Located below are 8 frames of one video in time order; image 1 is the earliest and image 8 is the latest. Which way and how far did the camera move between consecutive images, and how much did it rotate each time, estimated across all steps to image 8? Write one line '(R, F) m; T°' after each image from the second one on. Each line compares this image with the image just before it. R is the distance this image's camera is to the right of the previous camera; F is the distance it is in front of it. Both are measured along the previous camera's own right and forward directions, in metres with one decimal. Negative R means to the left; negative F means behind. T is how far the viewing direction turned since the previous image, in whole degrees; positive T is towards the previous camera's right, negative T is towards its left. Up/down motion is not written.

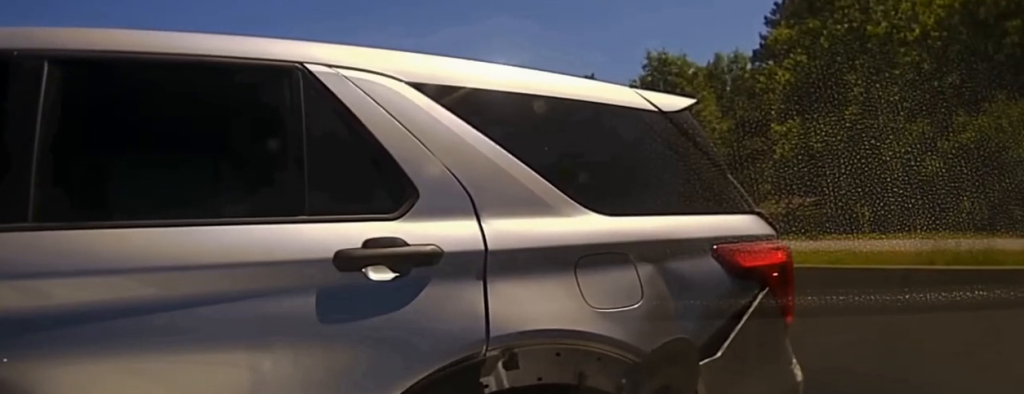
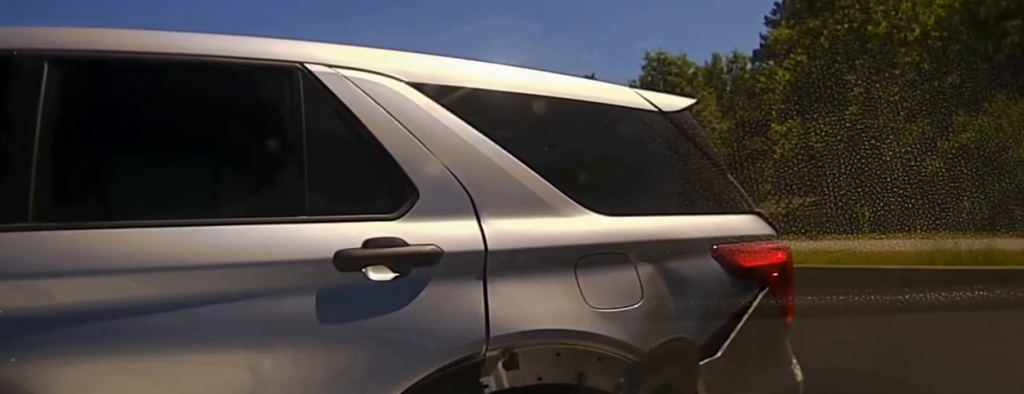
(0.0, 0.0) m; 0°
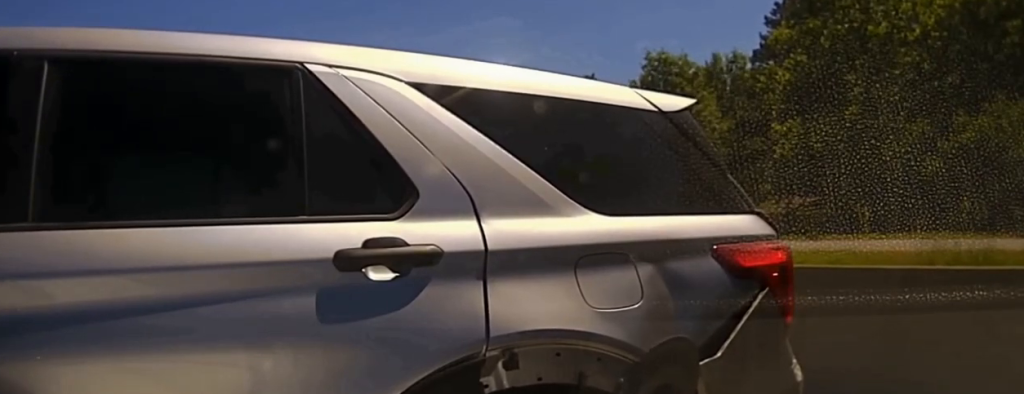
(0.0, 0.0) m; 0°
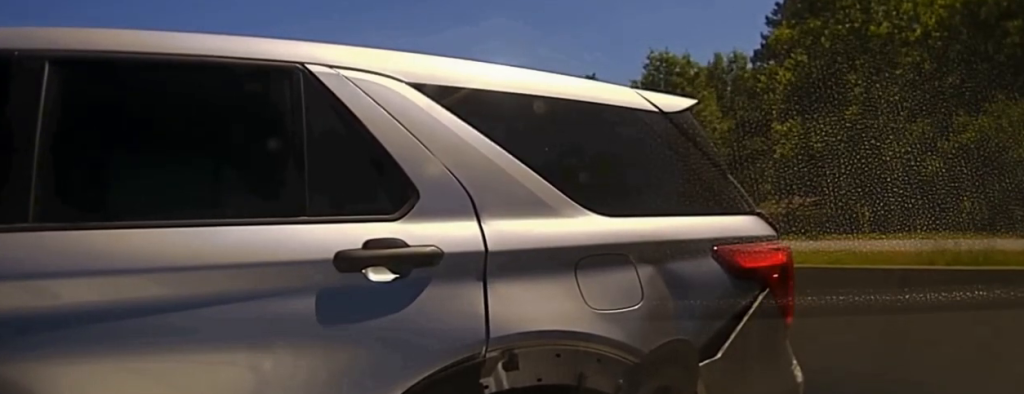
(0.0, 0.0) m; 0°
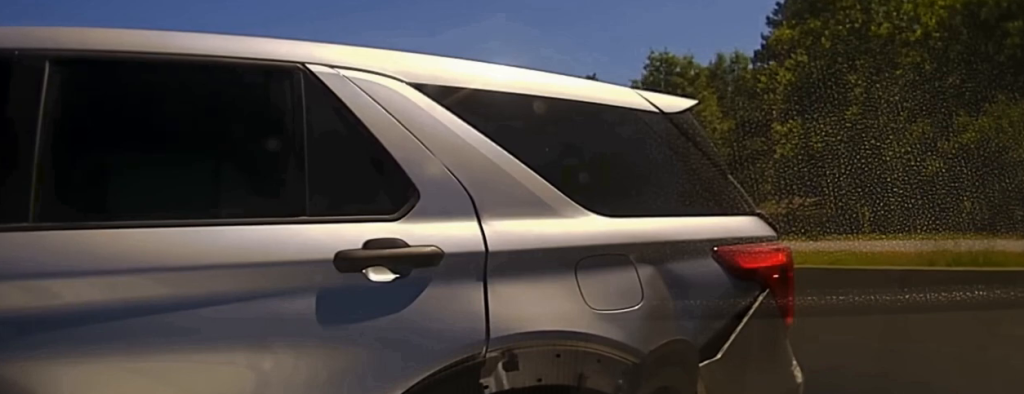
(0.0, 0.0) m; 0°
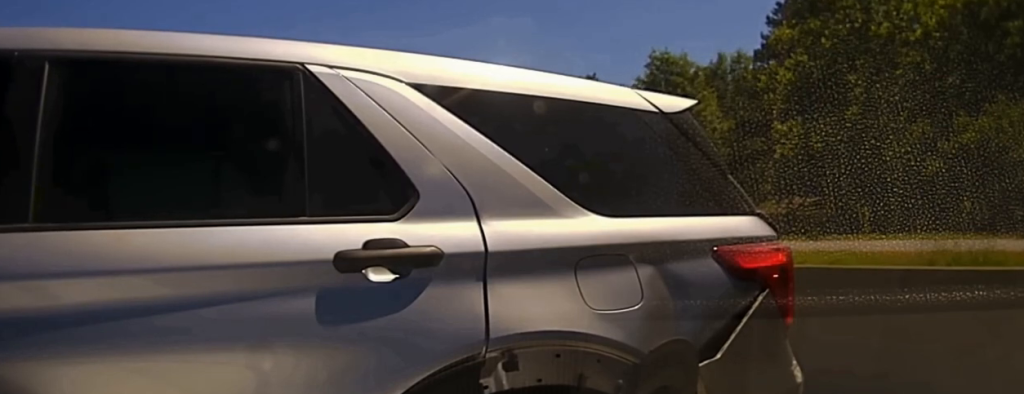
(0.0, 0.0) m; 0°
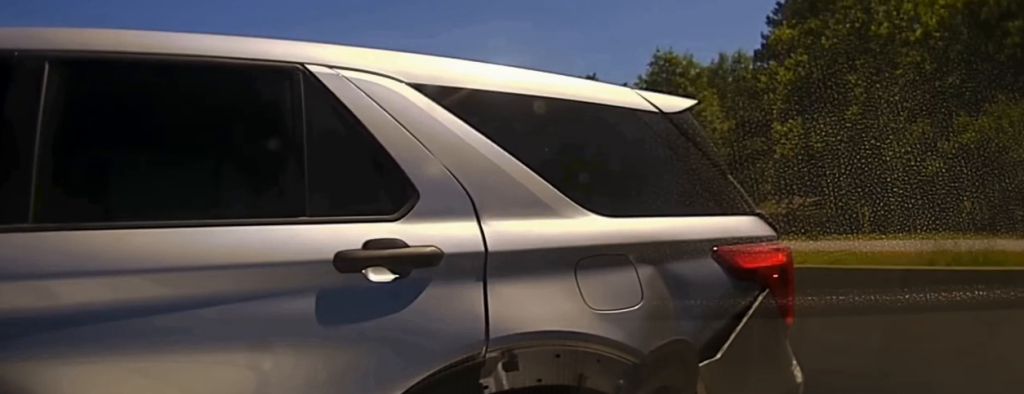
(0.0, 0.0) m; 0°
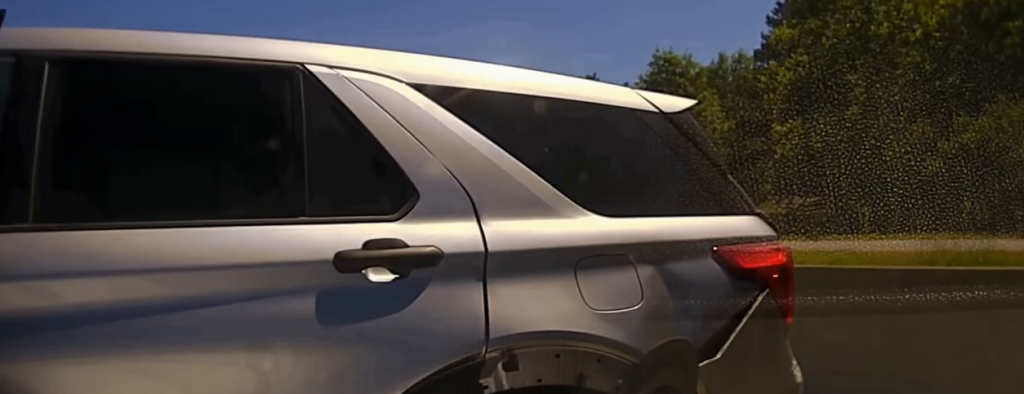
(0.0, 0.0) m; 0°
